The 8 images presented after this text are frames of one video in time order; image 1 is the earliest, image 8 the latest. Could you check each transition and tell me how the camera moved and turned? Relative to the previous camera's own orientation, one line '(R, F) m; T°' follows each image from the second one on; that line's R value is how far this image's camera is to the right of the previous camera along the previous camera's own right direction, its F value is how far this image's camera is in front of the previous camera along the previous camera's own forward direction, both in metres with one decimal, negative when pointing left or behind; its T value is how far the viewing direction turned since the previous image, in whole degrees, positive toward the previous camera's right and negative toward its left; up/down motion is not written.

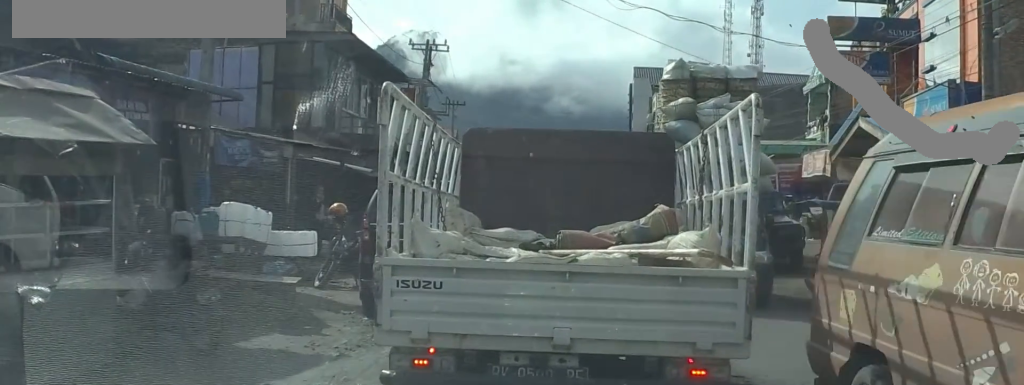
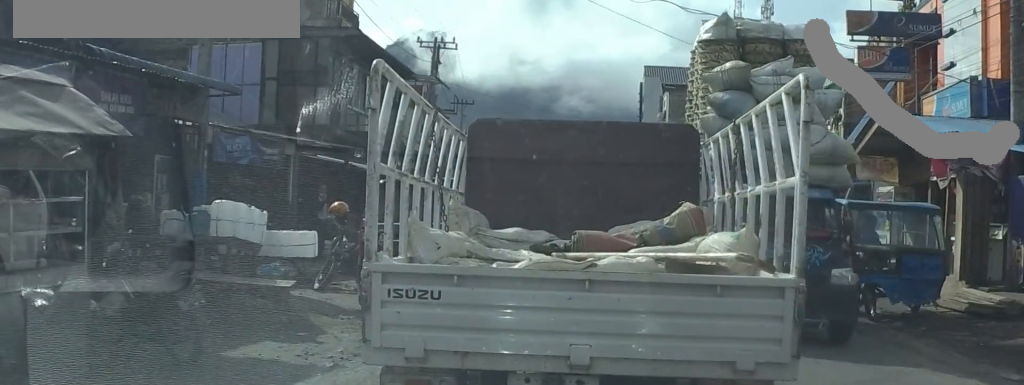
(0.0, +0.9) m; 0°
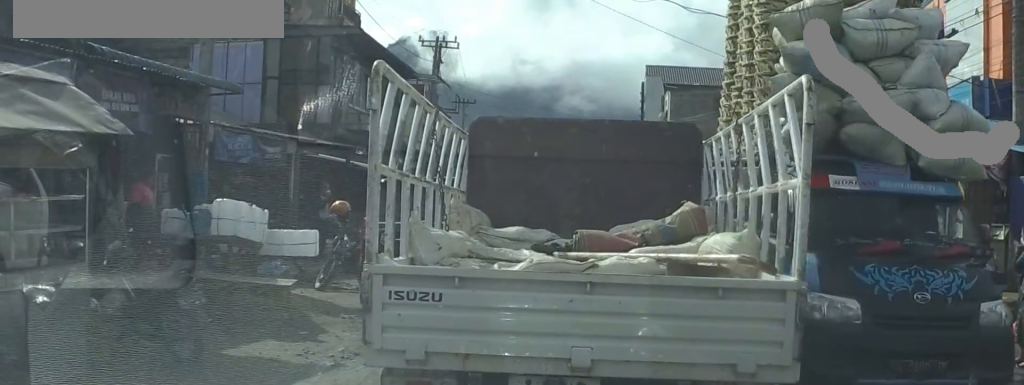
(0.0, +1.0) m; 0°
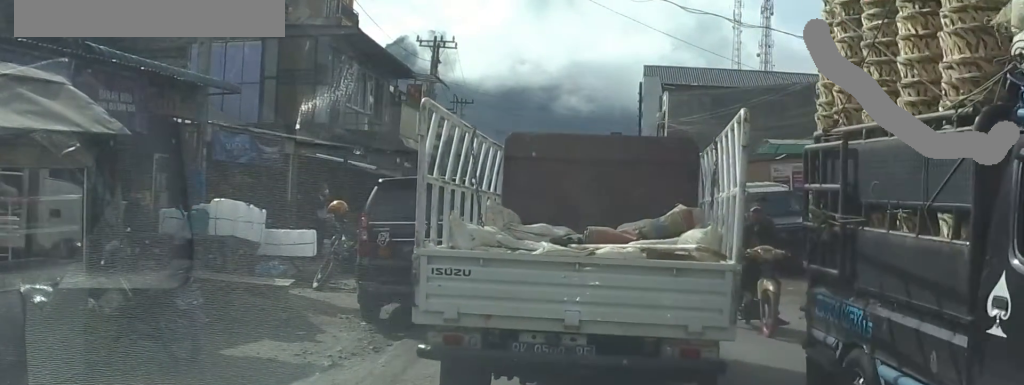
(0.0, +0.8) m; 0°
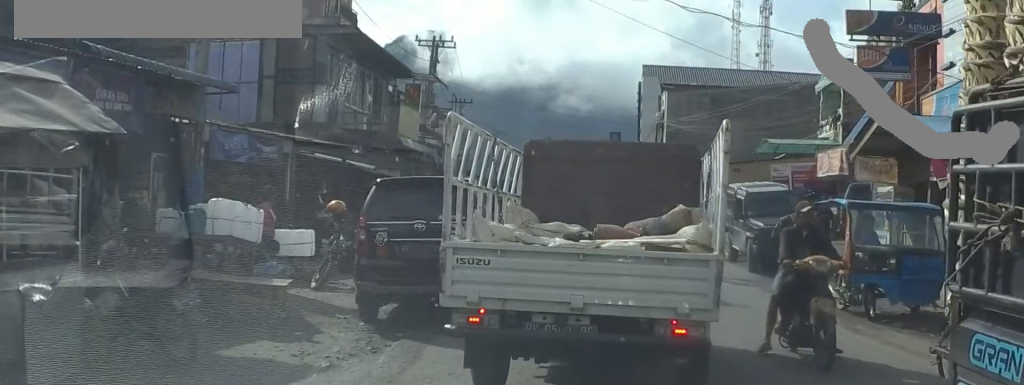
(0.0, +0.4) m; 0°
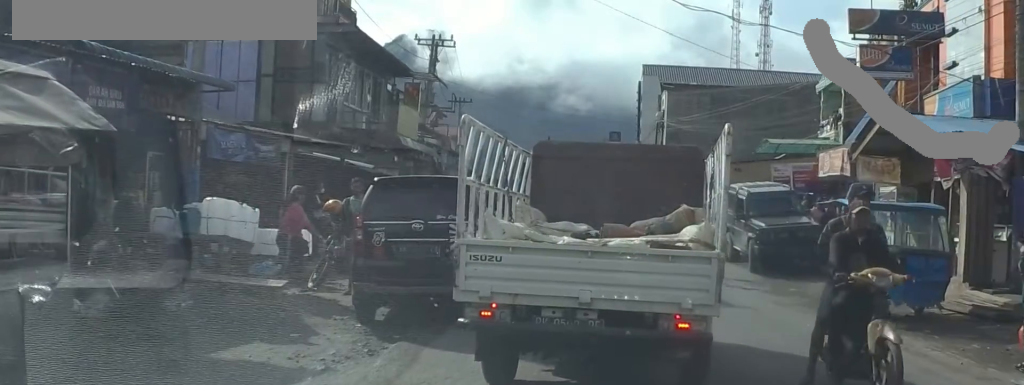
(0.0, +0.3) m; 0°
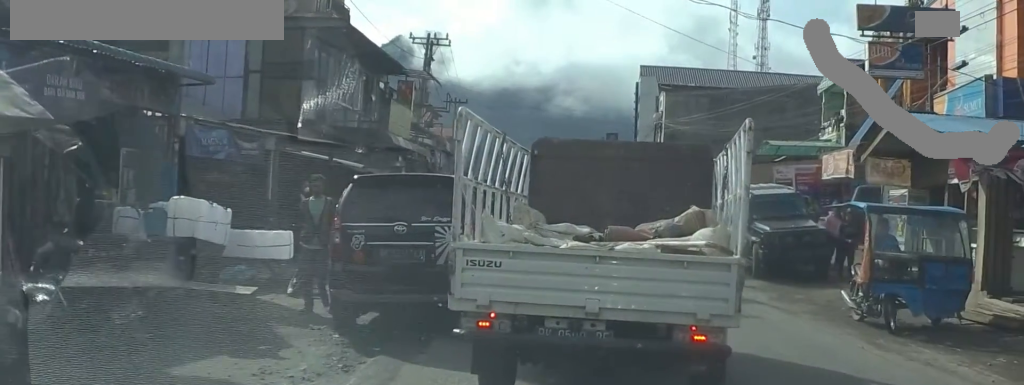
(0.0, +0.6) m; 0°
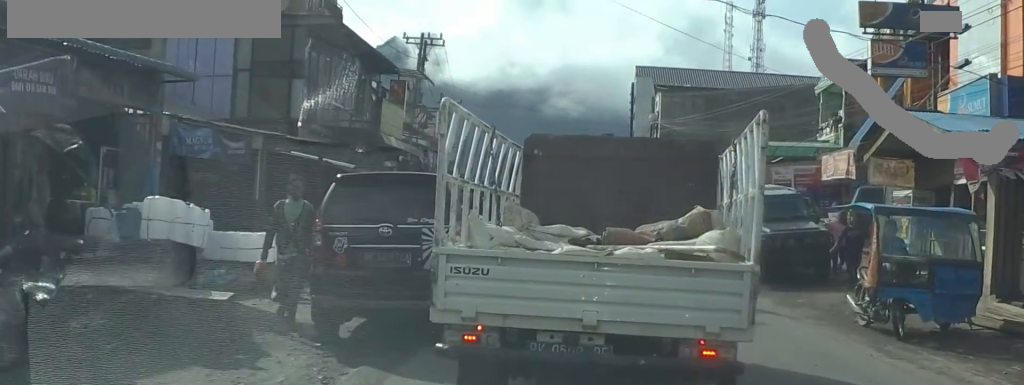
(0.0, +0.3) m; 0°
